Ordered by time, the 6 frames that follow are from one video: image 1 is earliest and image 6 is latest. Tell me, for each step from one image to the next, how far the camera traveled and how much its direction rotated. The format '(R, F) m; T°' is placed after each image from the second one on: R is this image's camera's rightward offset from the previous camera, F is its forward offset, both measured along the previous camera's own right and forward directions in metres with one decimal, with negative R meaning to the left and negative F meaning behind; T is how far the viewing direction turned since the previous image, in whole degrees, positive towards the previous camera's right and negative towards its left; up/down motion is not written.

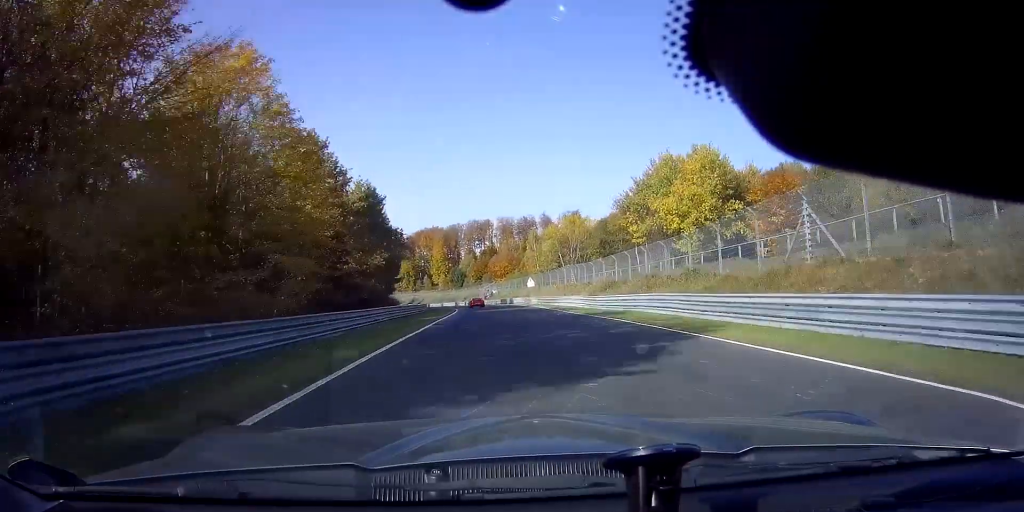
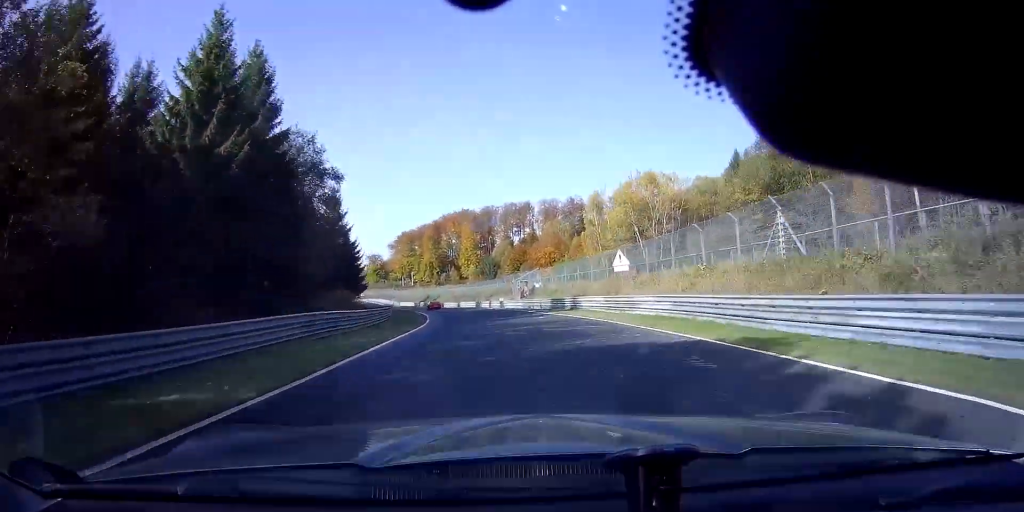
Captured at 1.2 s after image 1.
(-0.9, +45.3) m; -4°
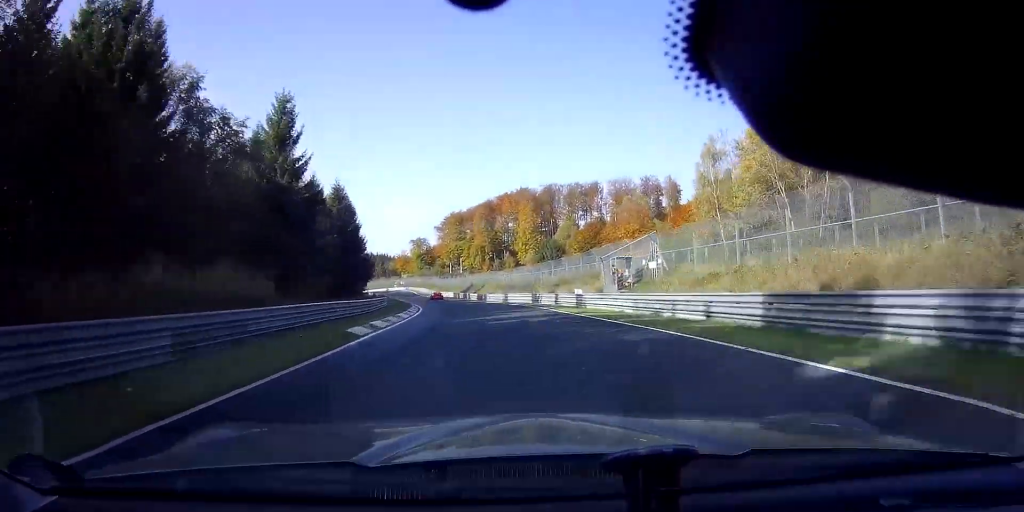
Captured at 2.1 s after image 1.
(-1.1, +31.8) m; -5°
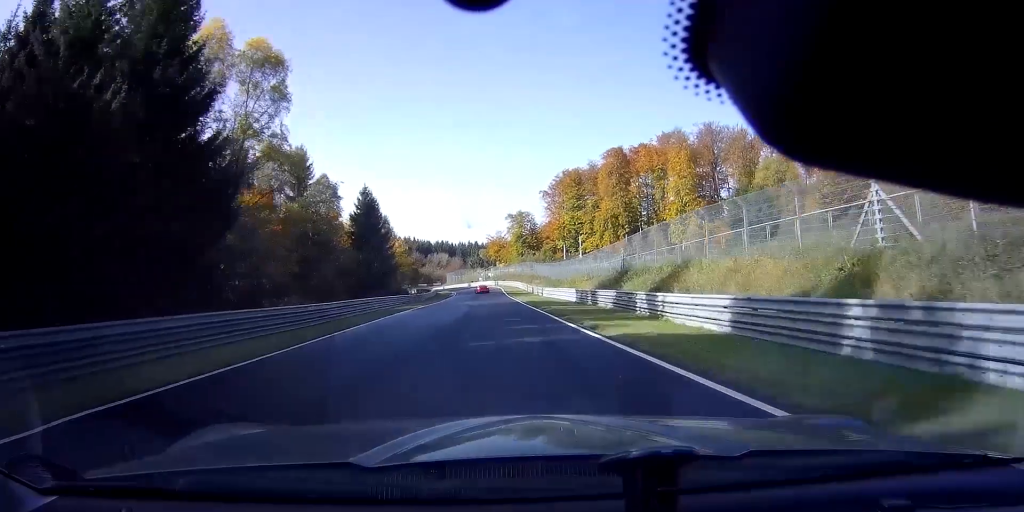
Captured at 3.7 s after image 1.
(-7.0, +64.9) m; -10°
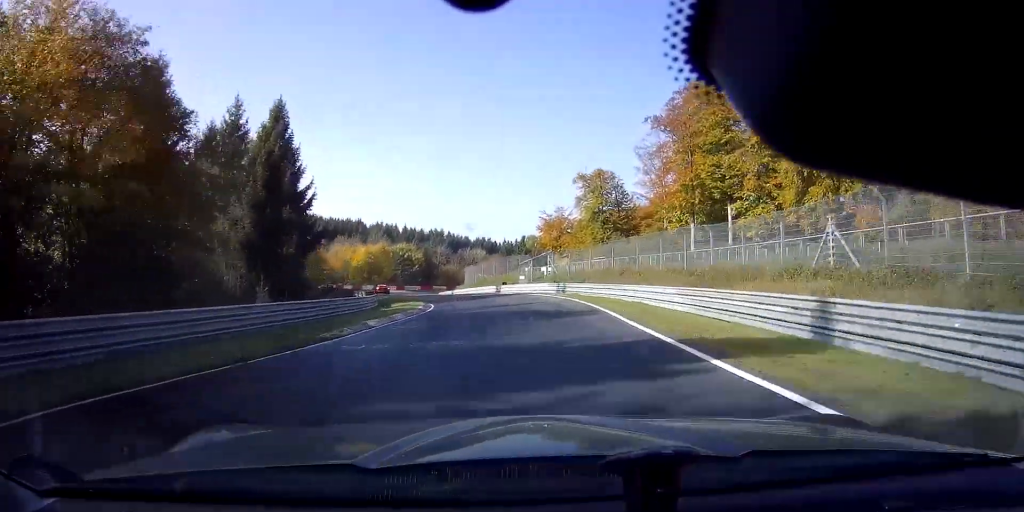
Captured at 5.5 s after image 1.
(-4.7, +66.8) m; -11°
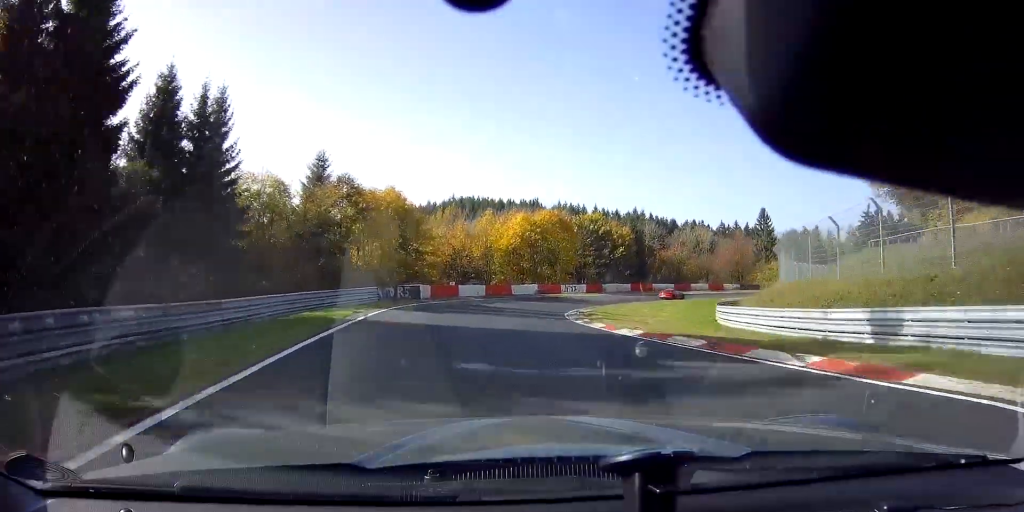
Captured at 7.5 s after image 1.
(-7.9, +60.7) m; -8°
